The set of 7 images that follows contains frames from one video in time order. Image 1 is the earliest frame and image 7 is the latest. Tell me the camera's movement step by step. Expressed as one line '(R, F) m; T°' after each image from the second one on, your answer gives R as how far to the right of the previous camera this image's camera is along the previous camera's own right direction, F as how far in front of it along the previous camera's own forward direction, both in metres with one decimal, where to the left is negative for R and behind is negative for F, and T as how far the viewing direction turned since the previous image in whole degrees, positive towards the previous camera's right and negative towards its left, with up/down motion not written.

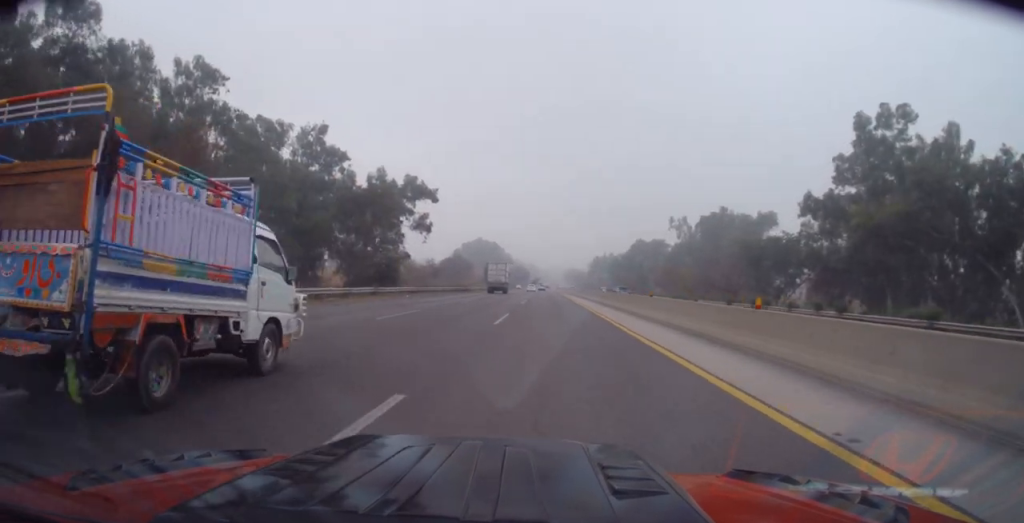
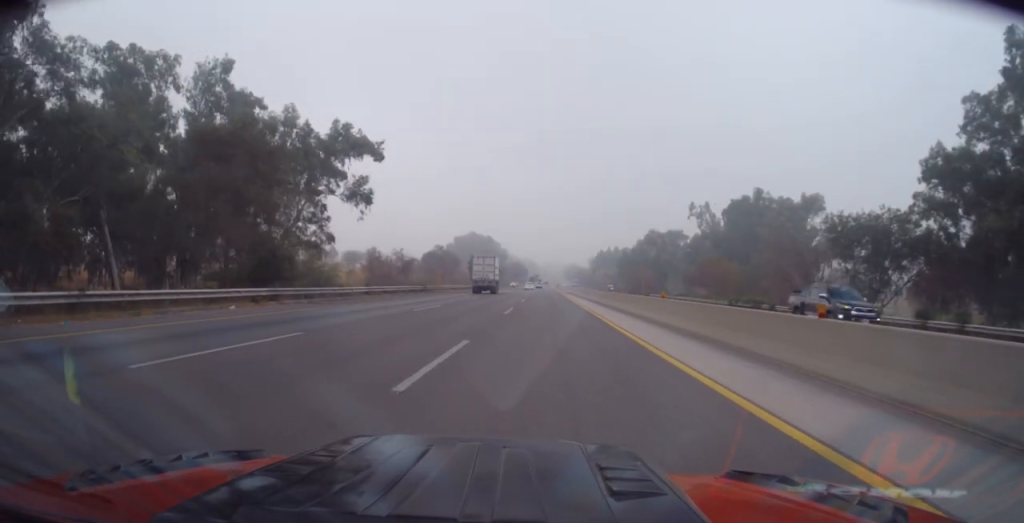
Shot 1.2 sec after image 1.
(0.0, +29.5) m; 0°
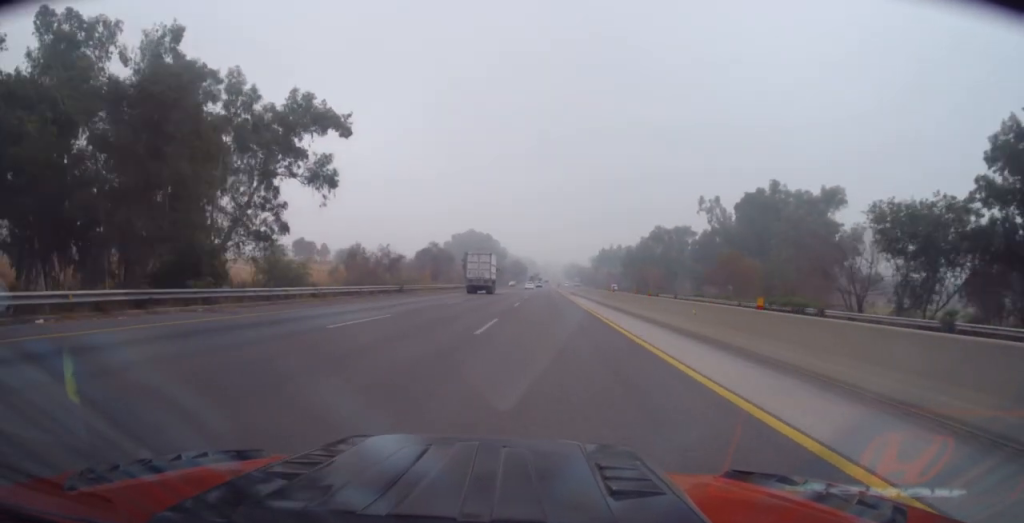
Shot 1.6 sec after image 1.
(0.0, +10.2) m; 0°
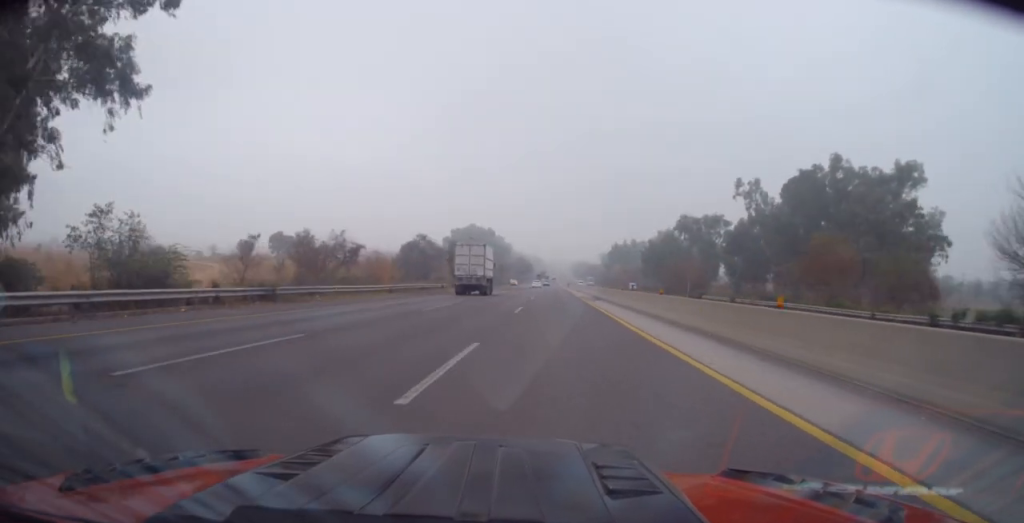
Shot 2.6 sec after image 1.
(0.0, +26.5) m; 0°
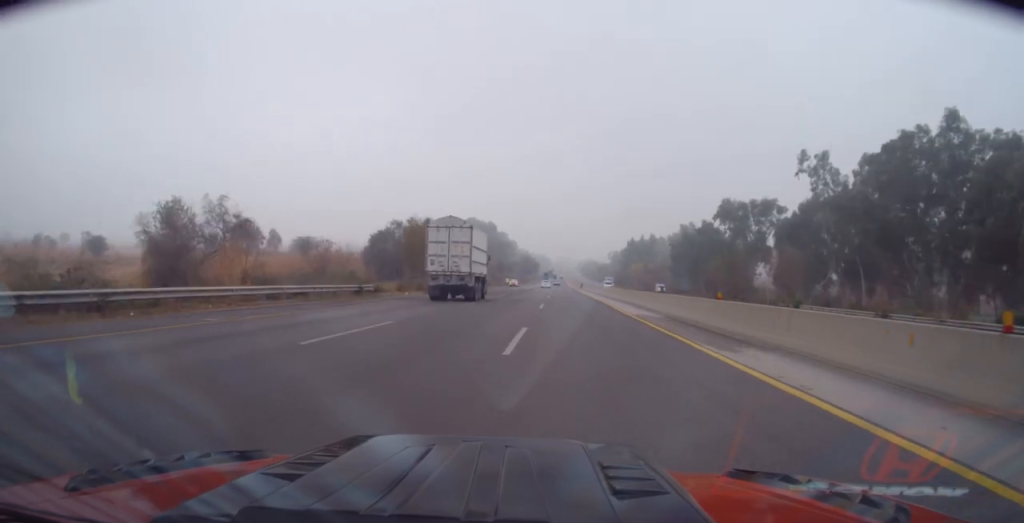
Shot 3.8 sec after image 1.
(-0.2, +31.8) m; -1°
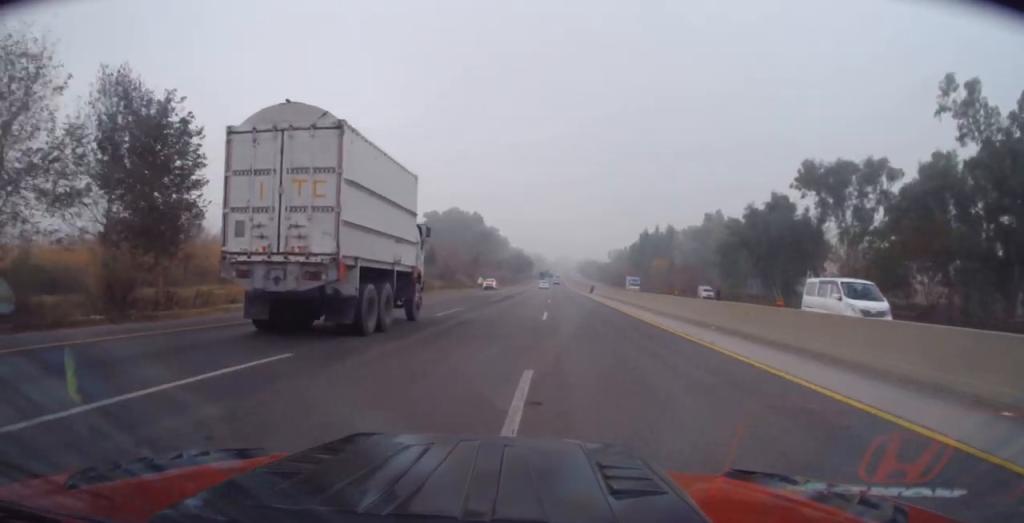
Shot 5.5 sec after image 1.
(+0.1, +43.7) m; +1°
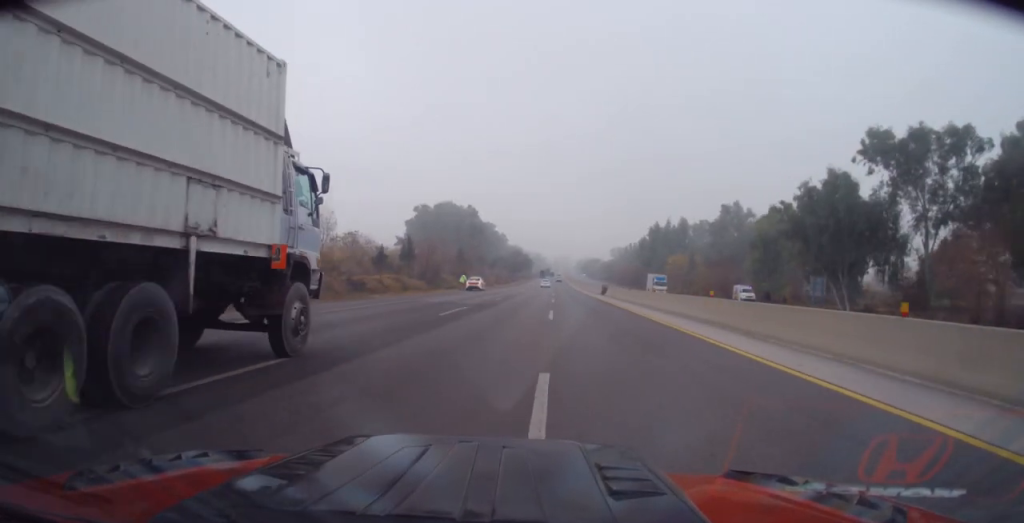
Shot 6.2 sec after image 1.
(+0.3, +18.5) m; 0°
